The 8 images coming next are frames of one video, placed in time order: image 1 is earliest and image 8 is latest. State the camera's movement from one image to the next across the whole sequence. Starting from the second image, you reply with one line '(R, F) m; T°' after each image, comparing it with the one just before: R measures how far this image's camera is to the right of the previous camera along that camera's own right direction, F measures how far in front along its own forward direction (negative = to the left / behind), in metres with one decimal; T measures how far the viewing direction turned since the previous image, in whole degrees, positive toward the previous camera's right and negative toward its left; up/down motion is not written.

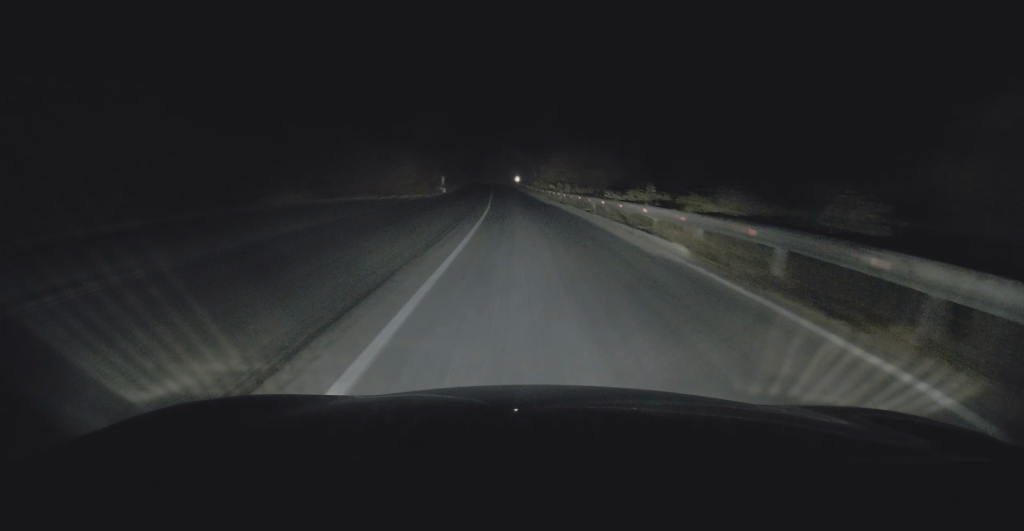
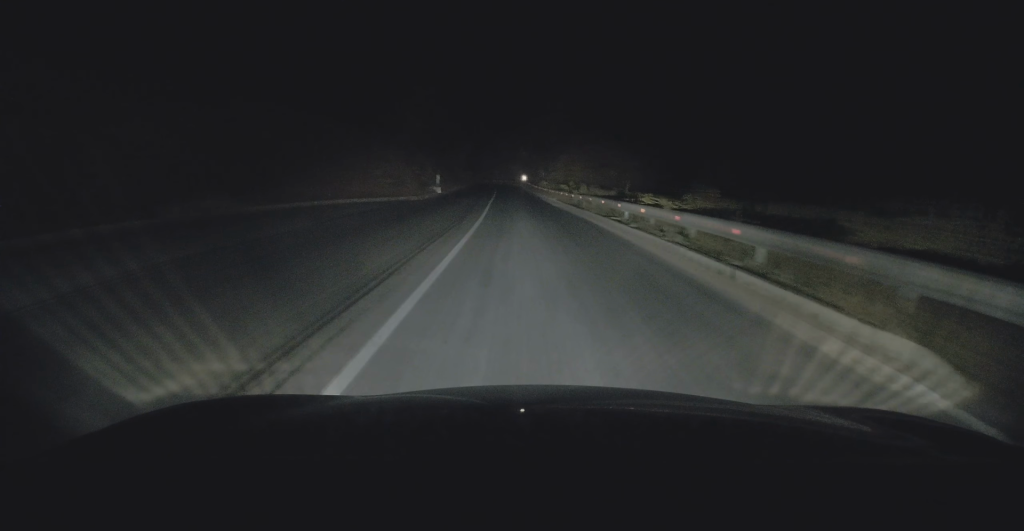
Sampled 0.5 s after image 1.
(-0.1, +7.5) m; -1°
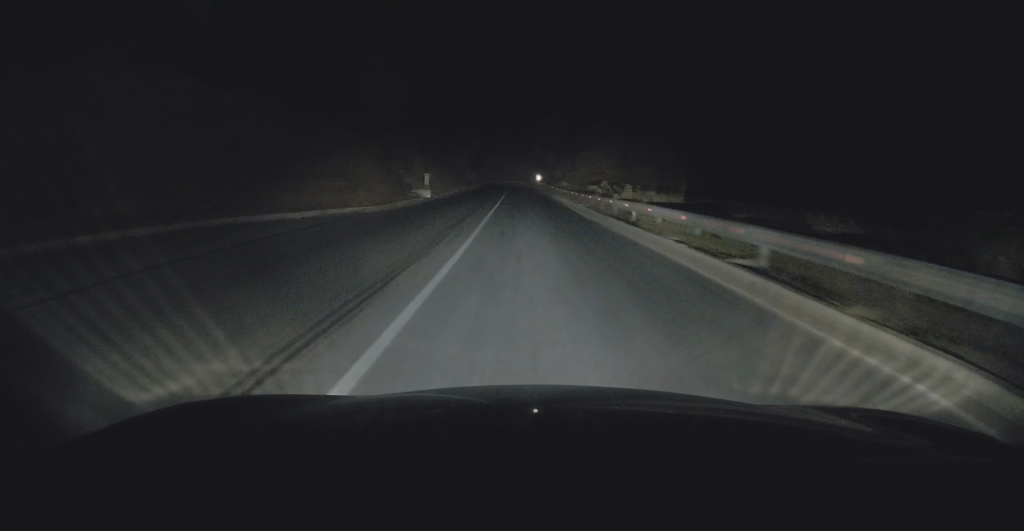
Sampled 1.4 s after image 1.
(-0.1, +11.8) m; 0°
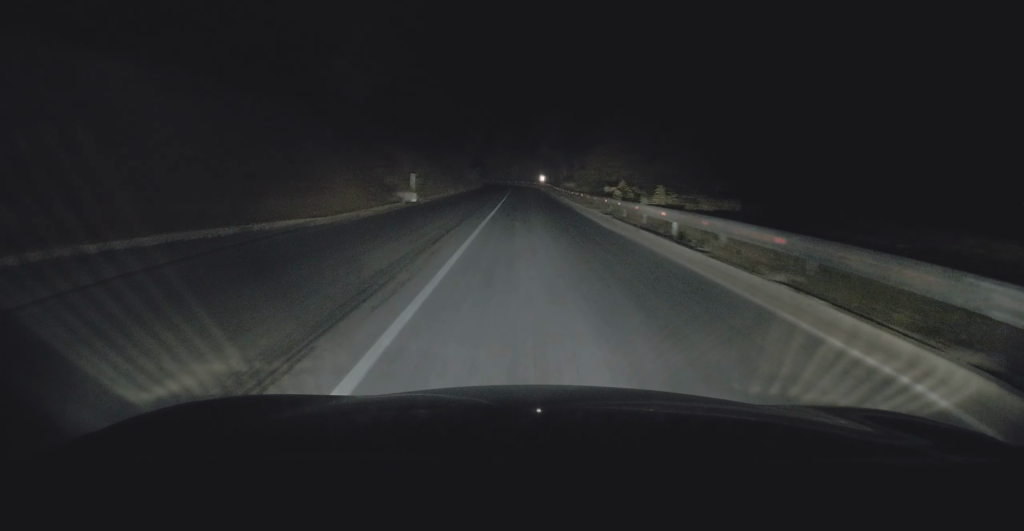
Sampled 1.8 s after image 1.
(0.0, +5.7) m; 0°
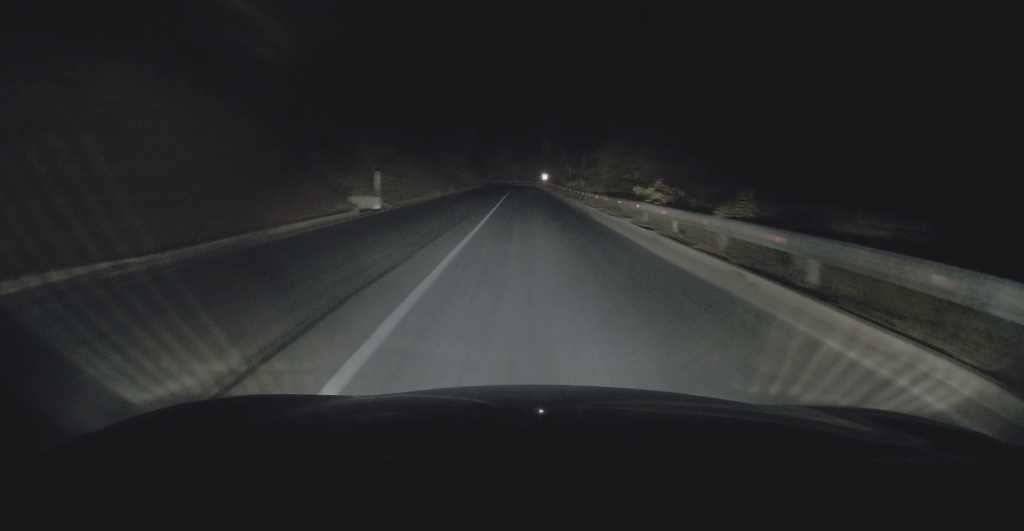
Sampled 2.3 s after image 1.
(+0.1, +8.0) m; -1°
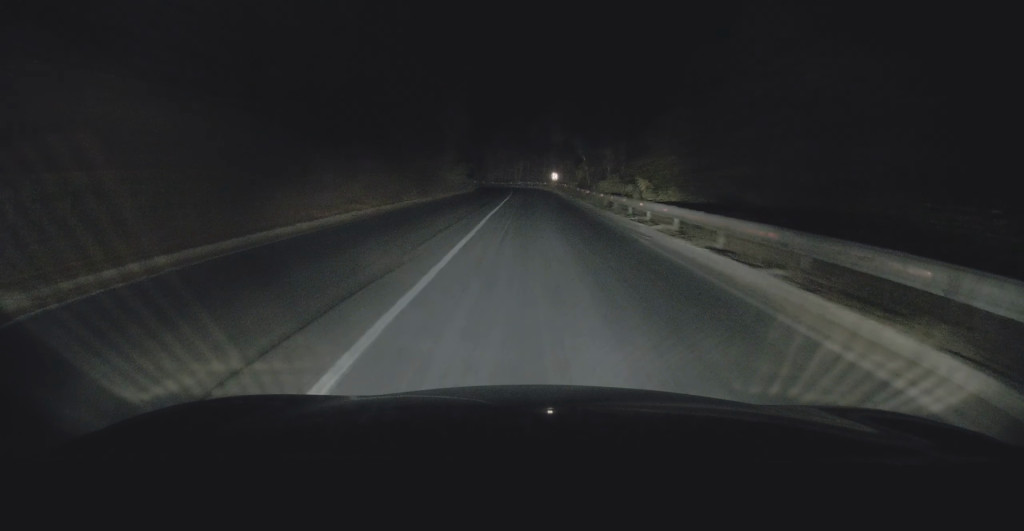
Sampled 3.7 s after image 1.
(-0.5, +19.5) m; -1°
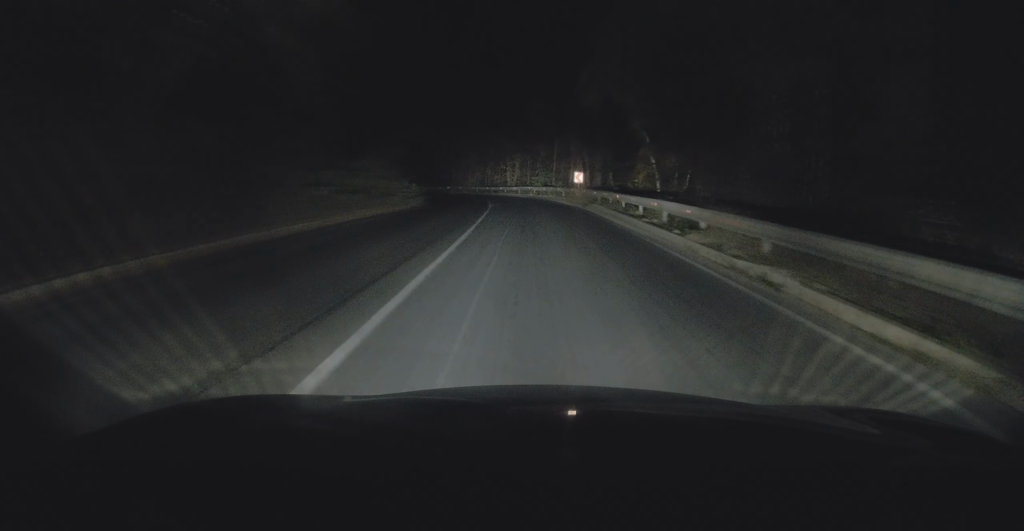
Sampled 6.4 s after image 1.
(-0.4, +38.1) m; 0°
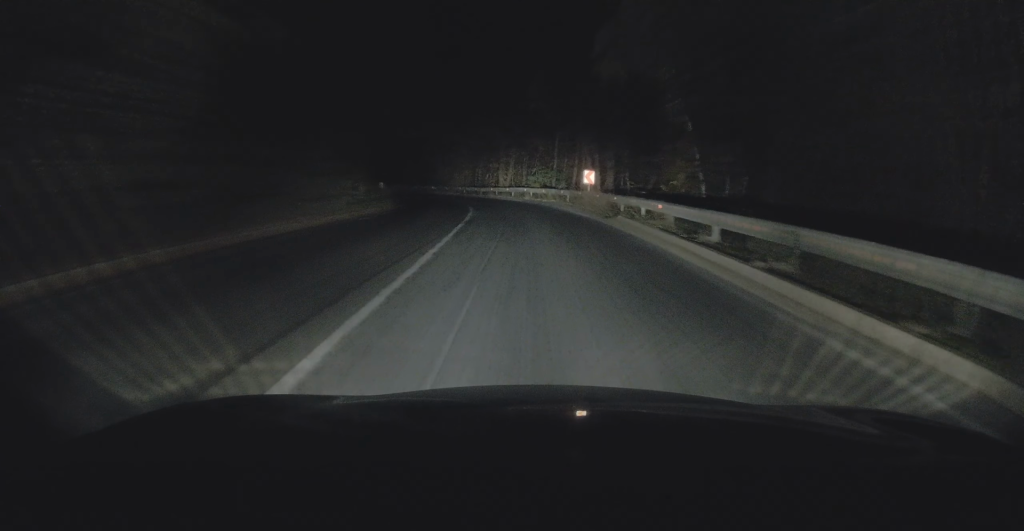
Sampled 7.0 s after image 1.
(+0.2, +9.5) m; 0°
